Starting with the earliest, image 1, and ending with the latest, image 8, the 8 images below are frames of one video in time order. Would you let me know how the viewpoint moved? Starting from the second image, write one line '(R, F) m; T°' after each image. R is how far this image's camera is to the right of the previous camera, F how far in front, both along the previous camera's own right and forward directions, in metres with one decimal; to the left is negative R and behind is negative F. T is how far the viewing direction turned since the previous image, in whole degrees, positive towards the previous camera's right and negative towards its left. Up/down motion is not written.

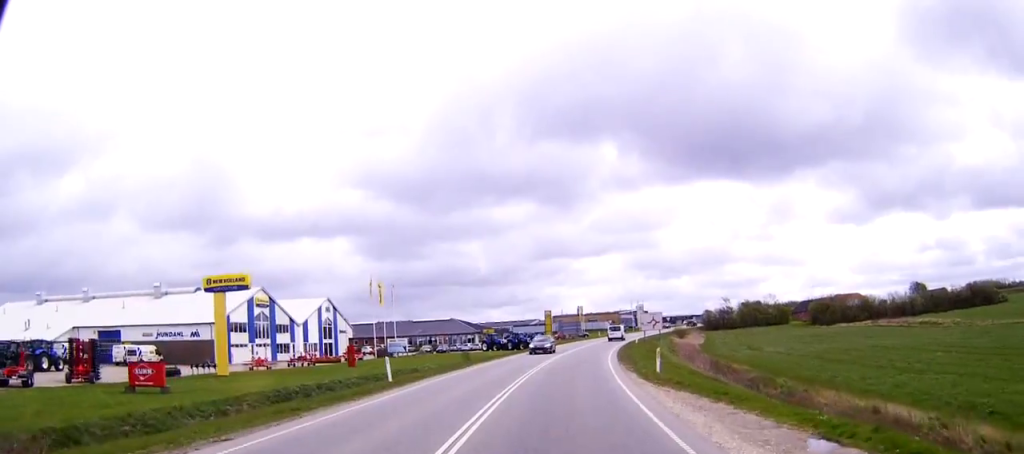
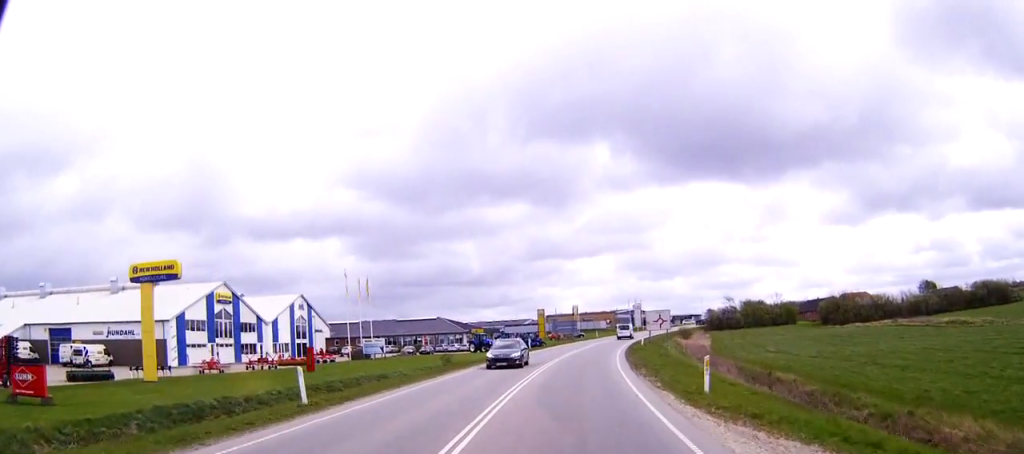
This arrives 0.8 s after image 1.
(+0.1, +9.8) m; +2°
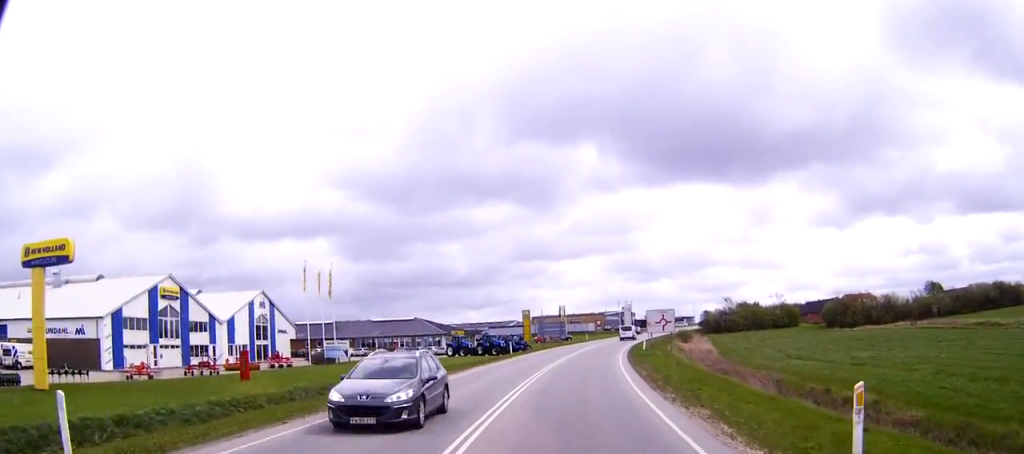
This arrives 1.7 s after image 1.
(+0.3, +10.1) m; +2°
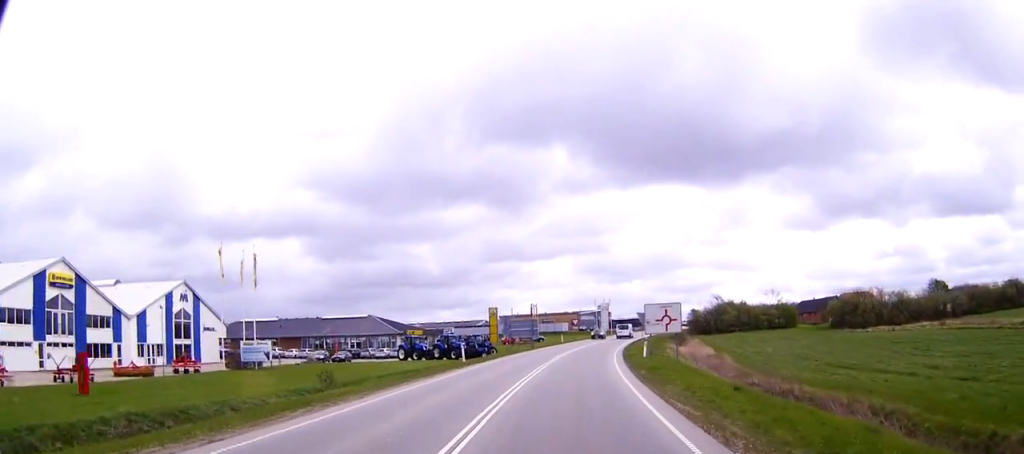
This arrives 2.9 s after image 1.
(+0.2, +15.3) m; +1°
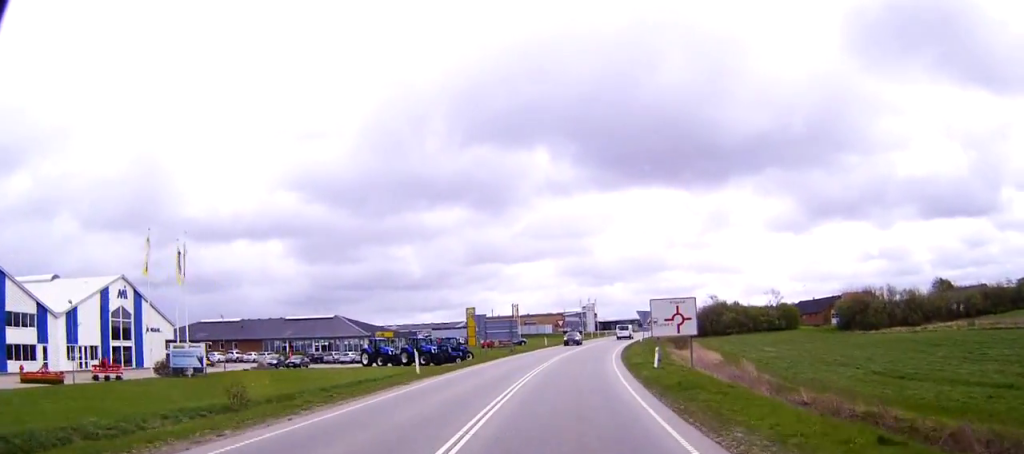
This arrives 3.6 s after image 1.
(0.0, +10.2) m; +1°
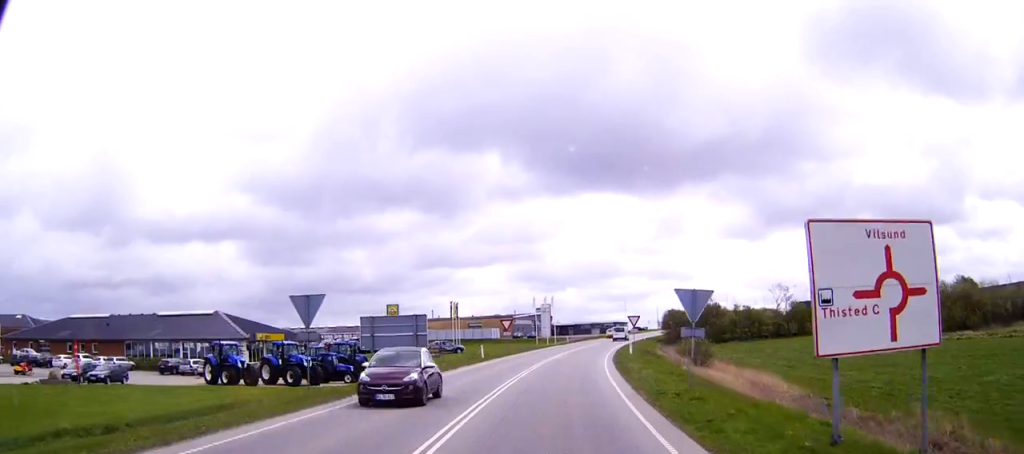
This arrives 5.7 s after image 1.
(+1.1, +28.6) m; +4°
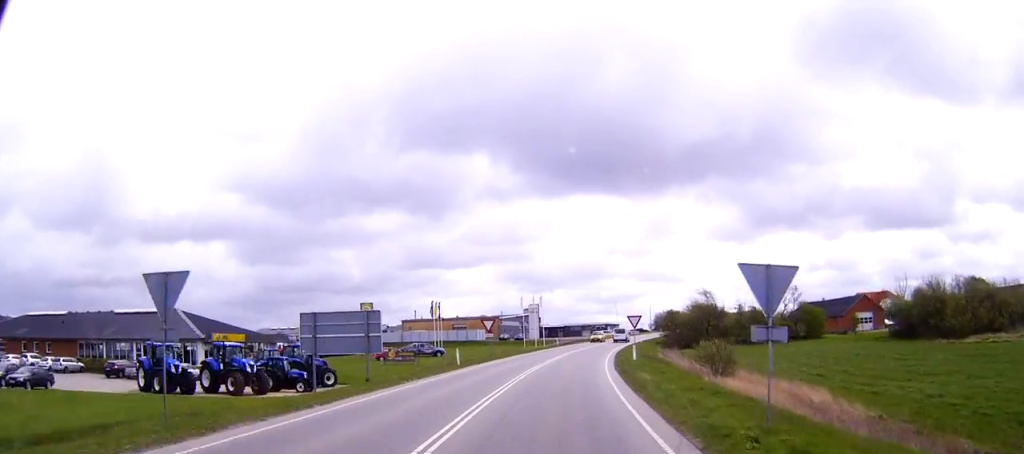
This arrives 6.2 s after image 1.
(0.0, +8.2) m; +1°
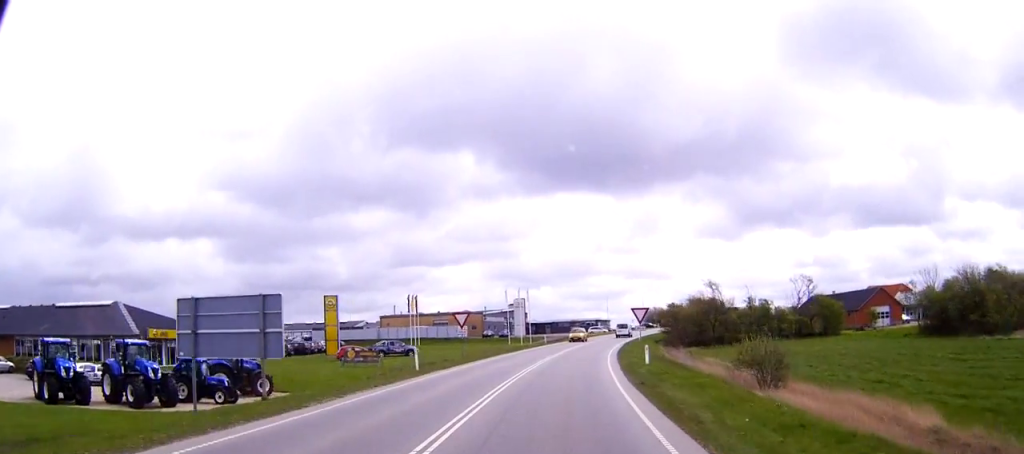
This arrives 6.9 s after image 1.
(+0.1, +10.2) m; +1°
